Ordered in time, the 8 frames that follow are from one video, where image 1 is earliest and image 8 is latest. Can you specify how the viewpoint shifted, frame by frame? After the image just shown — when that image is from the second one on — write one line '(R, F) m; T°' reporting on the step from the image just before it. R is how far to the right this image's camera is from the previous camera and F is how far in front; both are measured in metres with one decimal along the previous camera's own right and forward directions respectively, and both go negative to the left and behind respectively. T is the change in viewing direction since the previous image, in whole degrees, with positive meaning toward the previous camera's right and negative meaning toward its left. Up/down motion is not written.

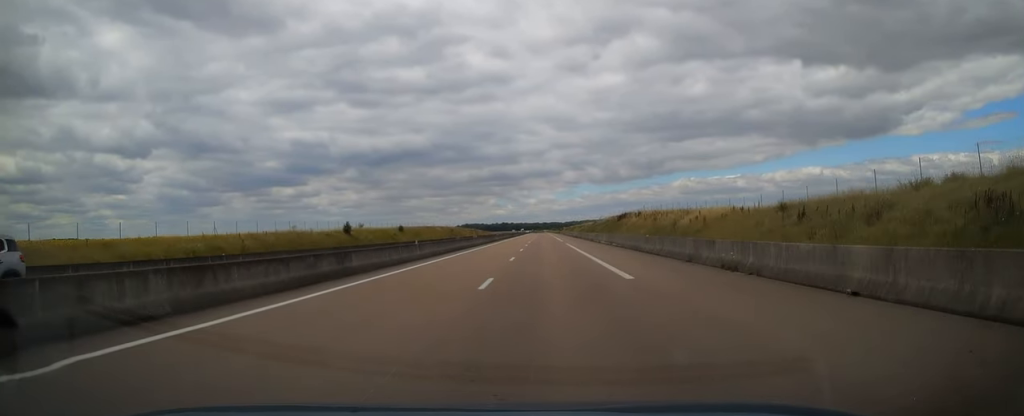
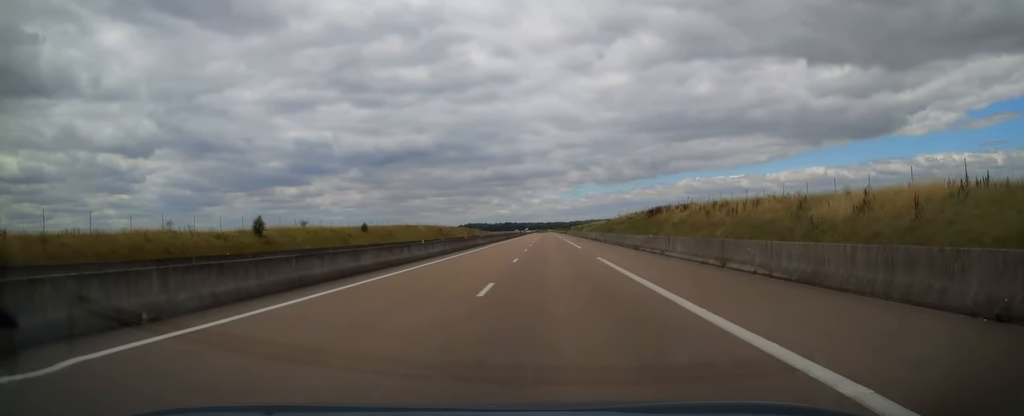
(-0.1, +27.4) m; -1°
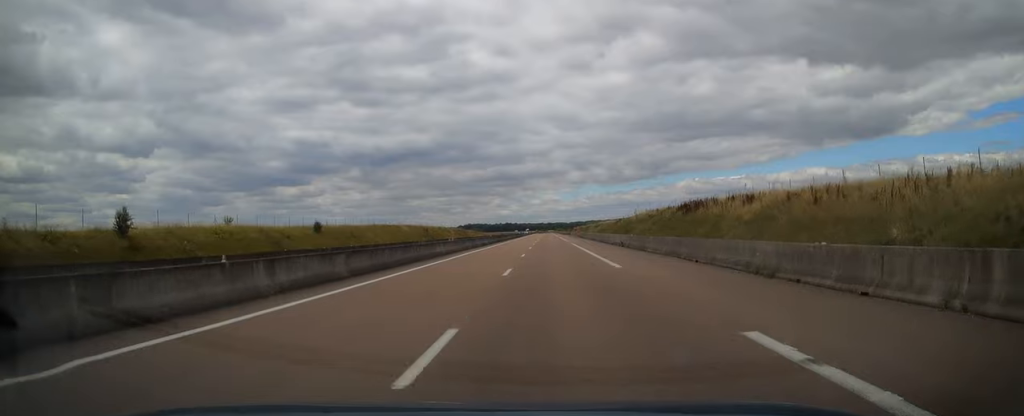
(-0.1, +20.0) m; 0°
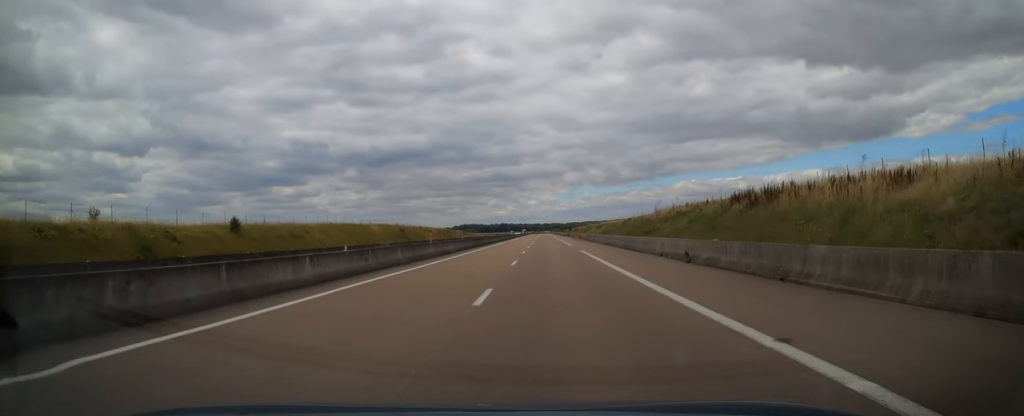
(-0.3, +20.1) m; +1°
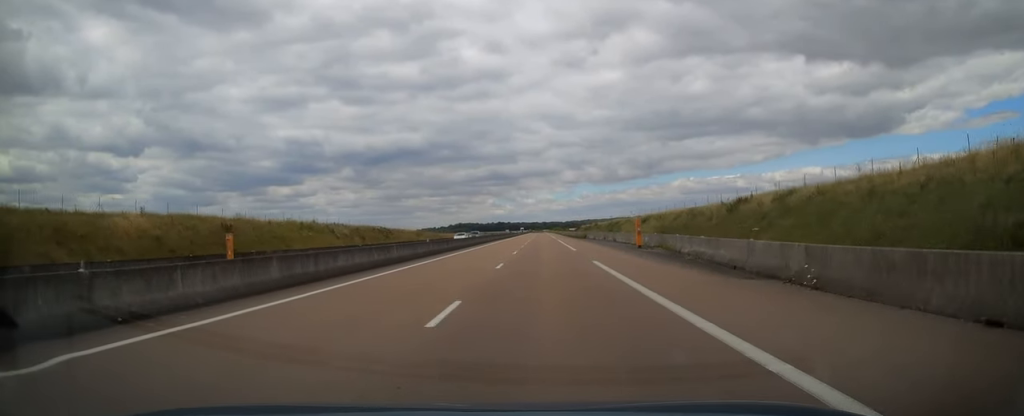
(+0.8, +66.9) m; 0°
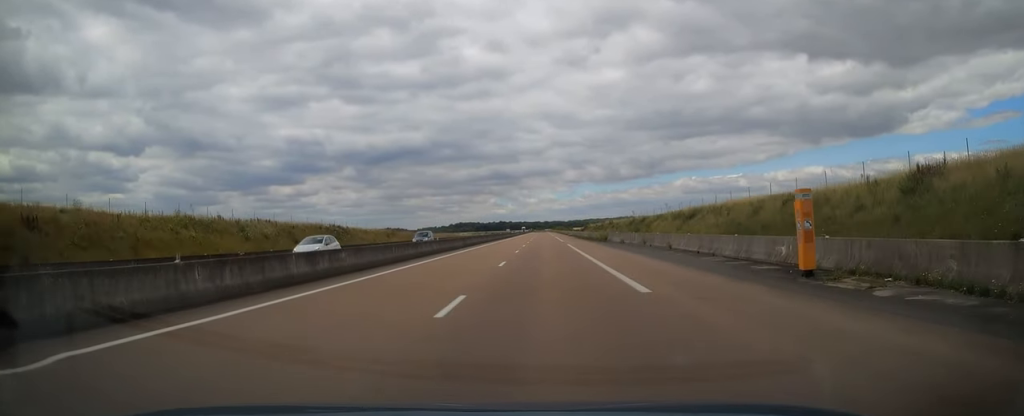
(0.0, +24.9) m; 0°
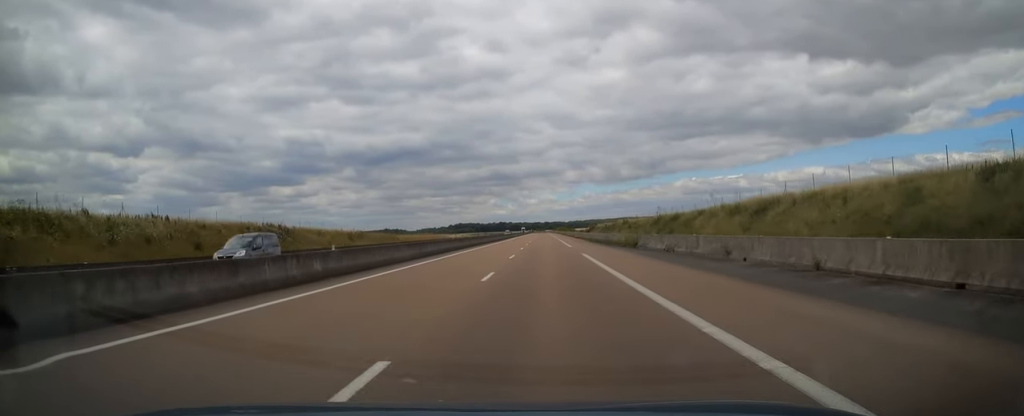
(+0.1, +19.0) m; -1°
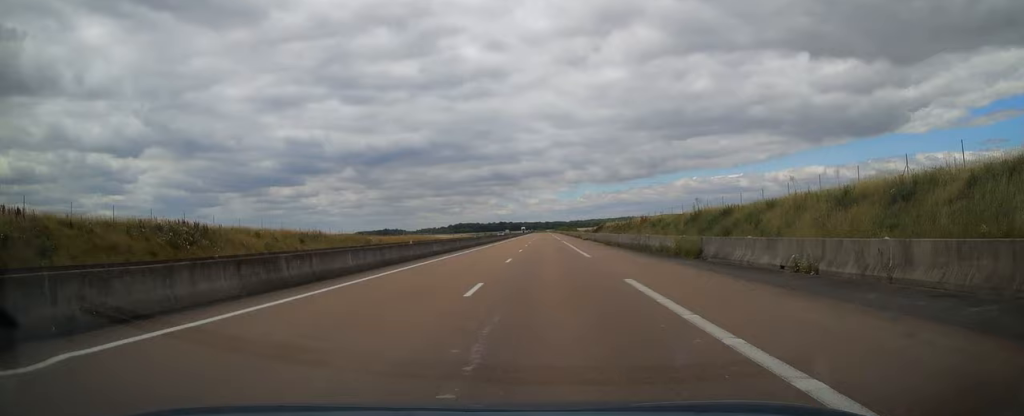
(-0.2, +16.6) m; 0°
